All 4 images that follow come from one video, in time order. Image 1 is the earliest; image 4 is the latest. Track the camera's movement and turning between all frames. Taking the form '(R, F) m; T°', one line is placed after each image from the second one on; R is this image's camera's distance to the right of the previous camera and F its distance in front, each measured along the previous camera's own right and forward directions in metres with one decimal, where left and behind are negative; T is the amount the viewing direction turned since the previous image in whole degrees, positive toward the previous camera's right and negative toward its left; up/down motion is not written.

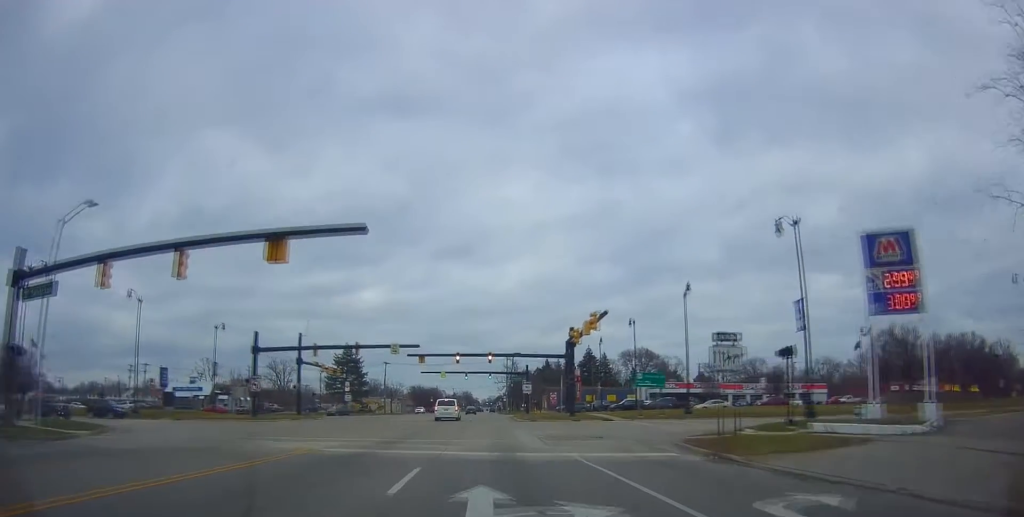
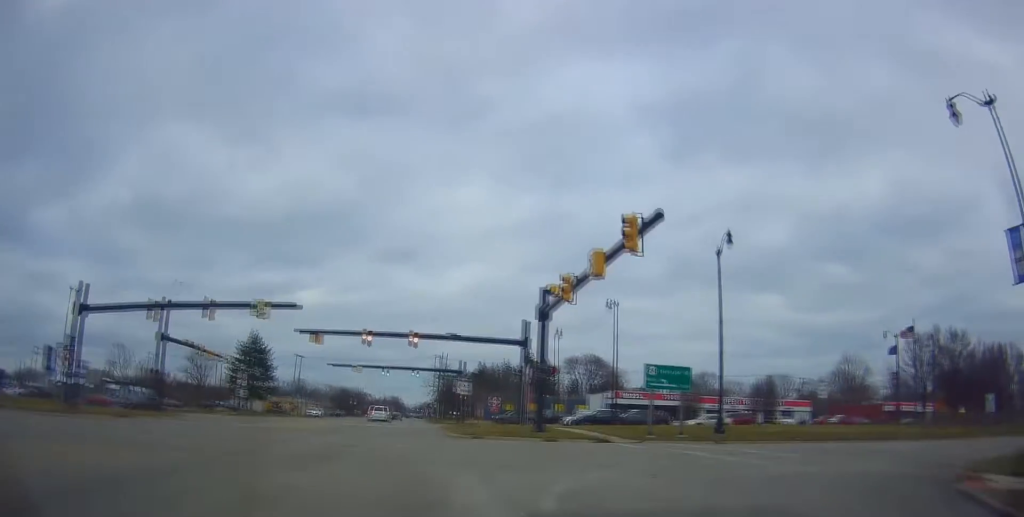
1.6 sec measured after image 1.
(+1.3, +17.7) m; +16°
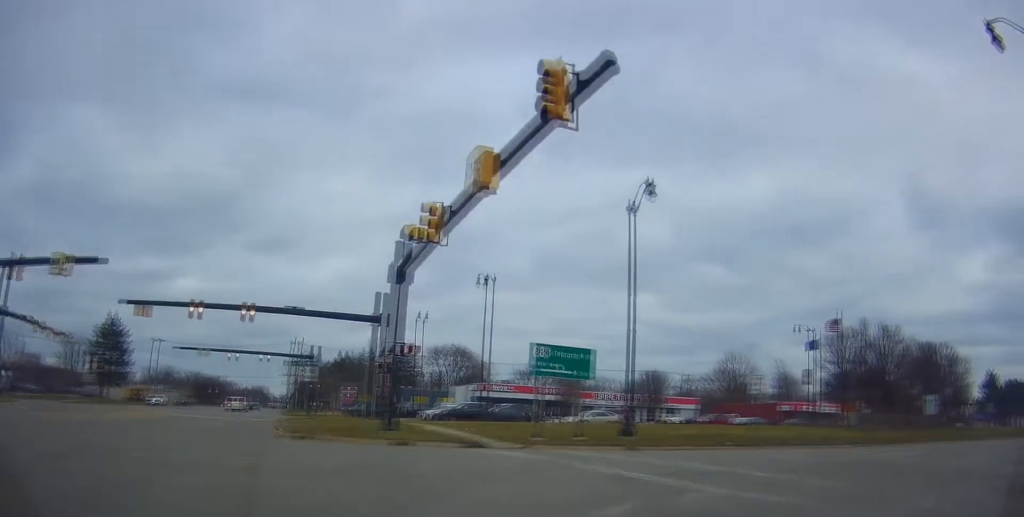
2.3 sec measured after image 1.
(+0.9, +7.0) m; +16°
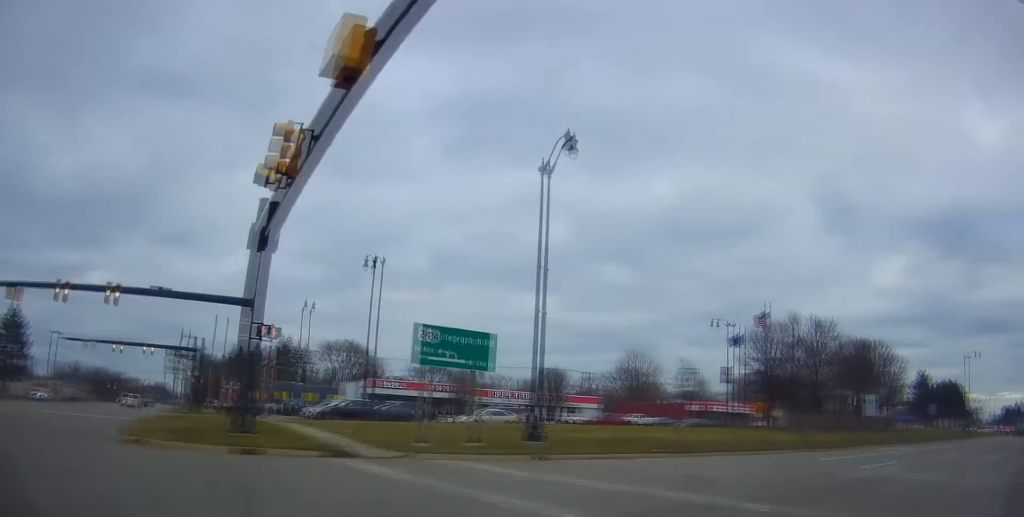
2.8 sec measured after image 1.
(+0.6, +4.5) m; +12°
